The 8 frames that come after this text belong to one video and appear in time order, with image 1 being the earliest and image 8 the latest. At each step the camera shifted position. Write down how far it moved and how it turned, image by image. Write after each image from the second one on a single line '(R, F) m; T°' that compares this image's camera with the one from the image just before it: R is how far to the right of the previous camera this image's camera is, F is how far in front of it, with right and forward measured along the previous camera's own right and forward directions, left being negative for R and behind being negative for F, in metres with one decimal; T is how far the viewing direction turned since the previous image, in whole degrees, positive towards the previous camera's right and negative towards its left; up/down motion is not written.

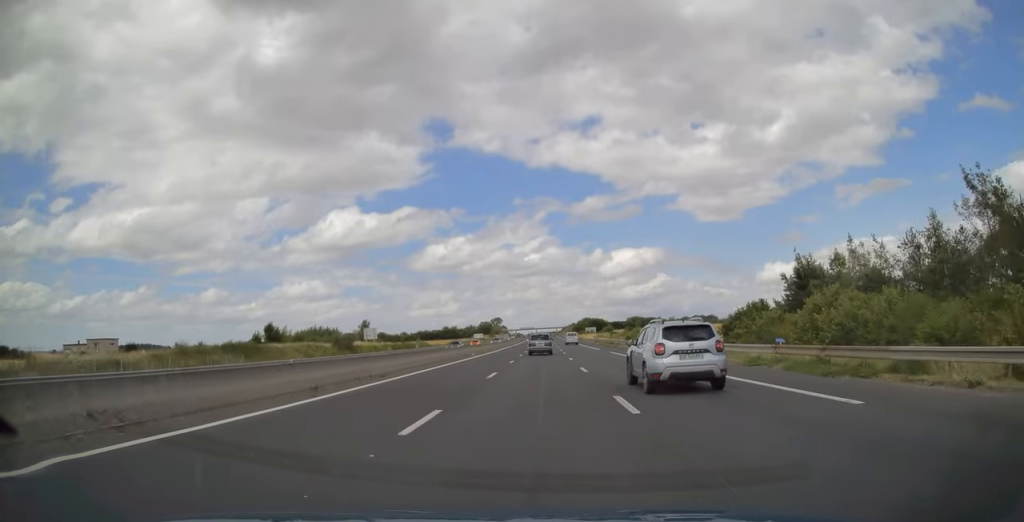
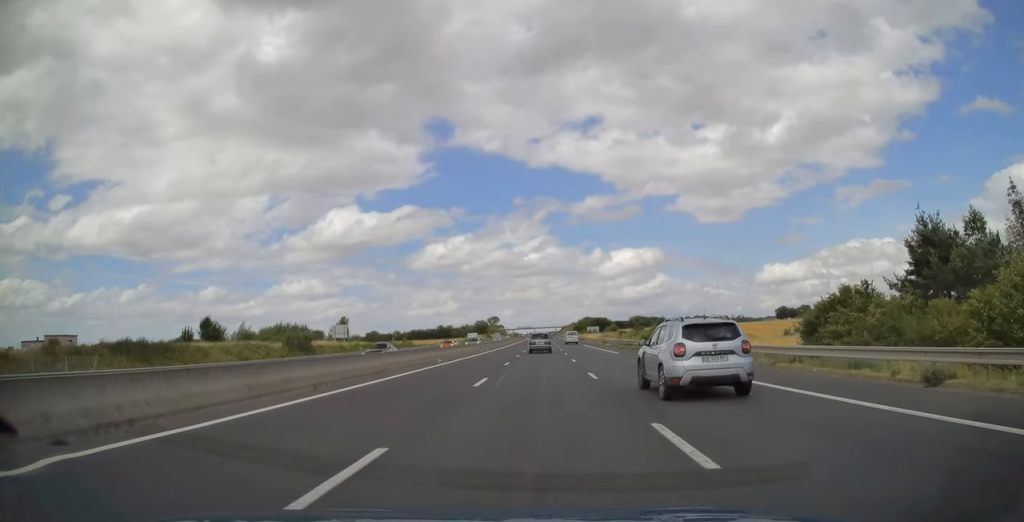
(0.0, +17.3) m; 0°
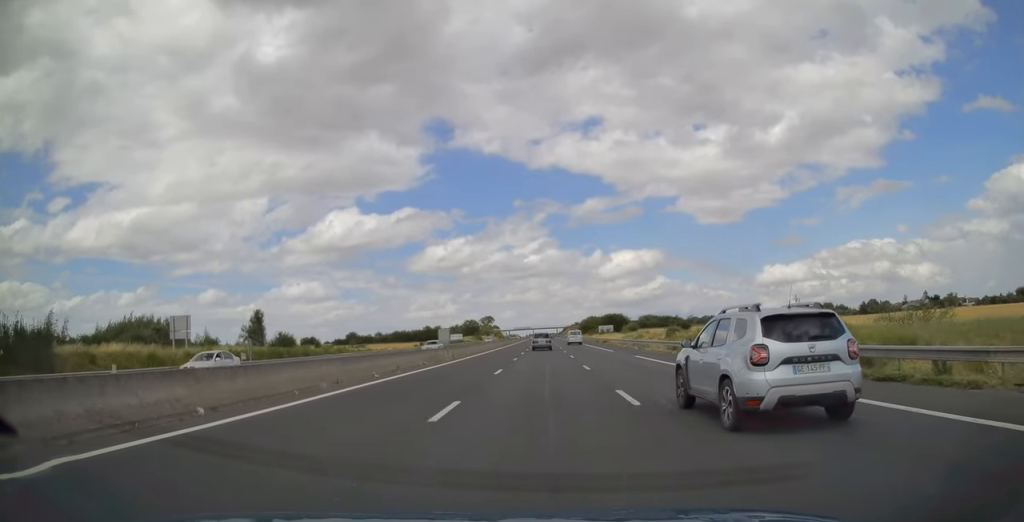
(0.0, +46.4) m; 0°
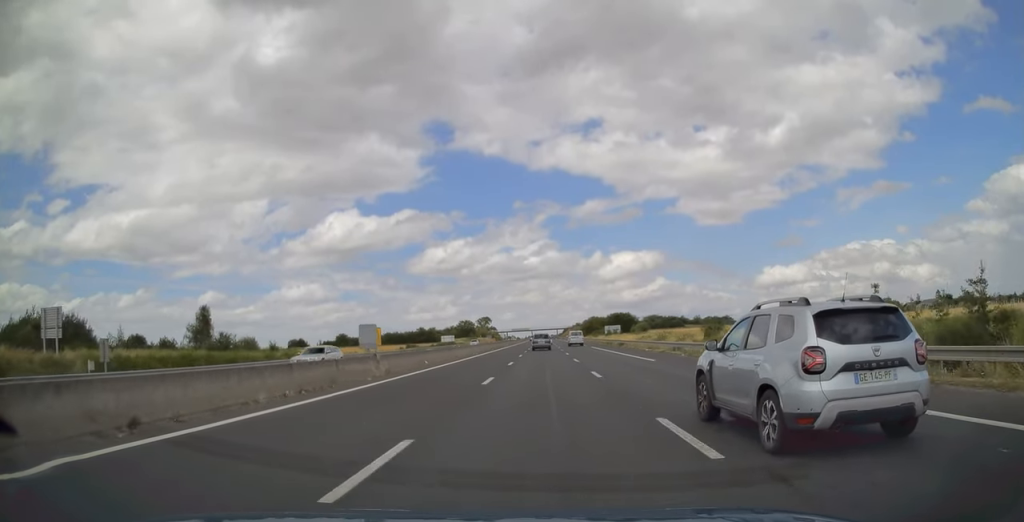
(+0.1, +17.8) m; 0°
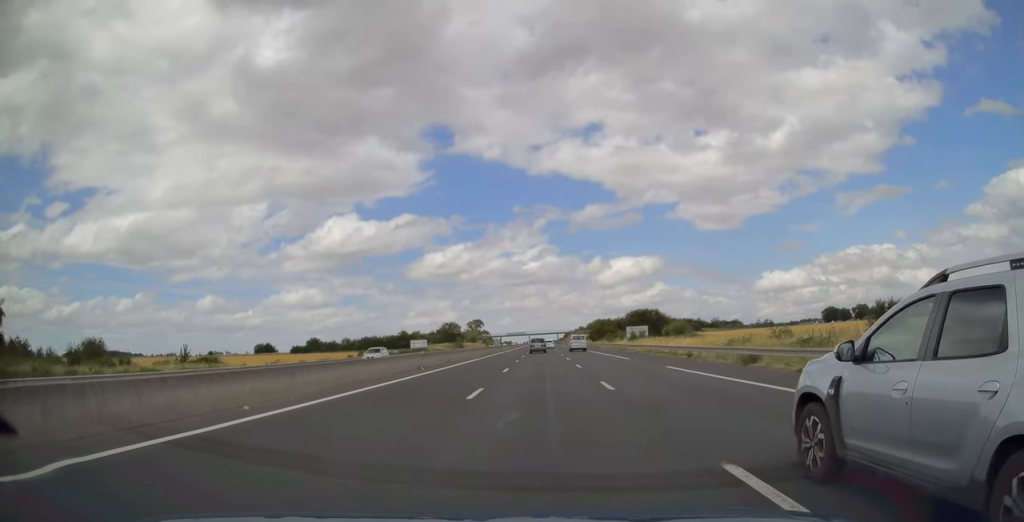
(-0.1, +42.5) m; 0°
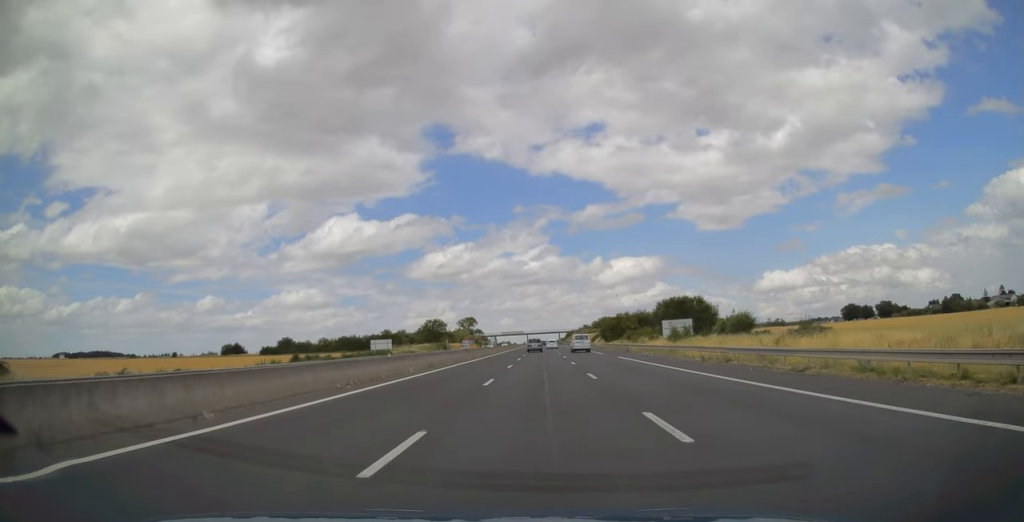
(+0.1, +34.2) m; 0°
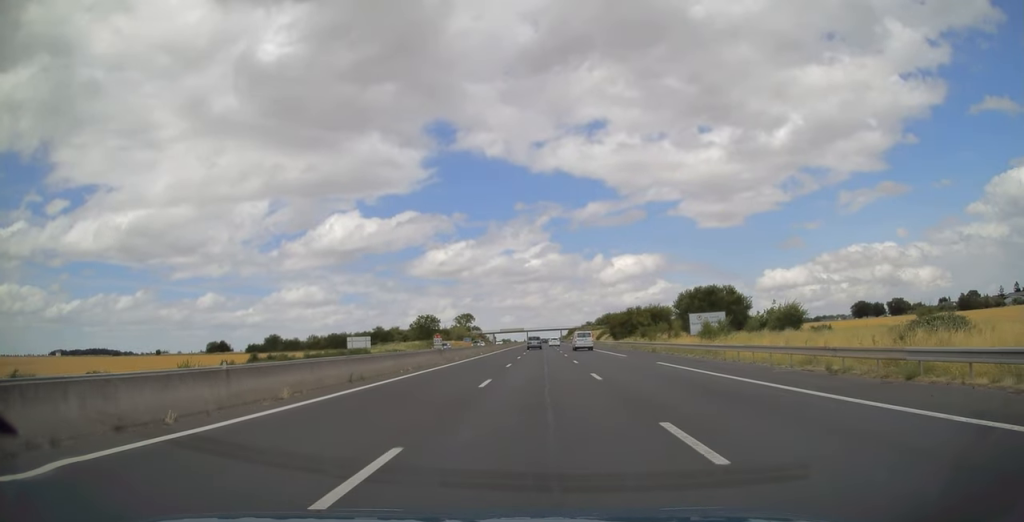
(0.0, +14.4) m; 0°
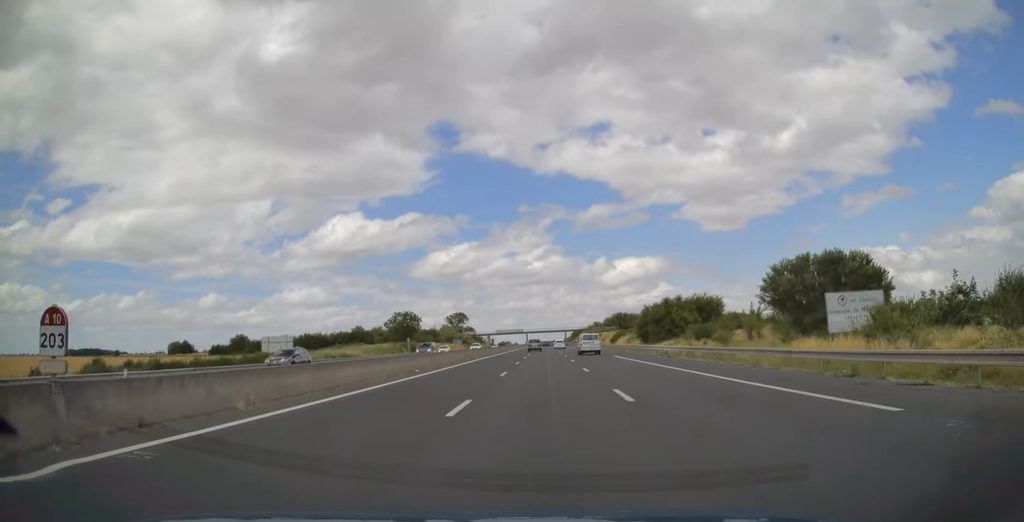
(0.0, +32.1) m; 0°
